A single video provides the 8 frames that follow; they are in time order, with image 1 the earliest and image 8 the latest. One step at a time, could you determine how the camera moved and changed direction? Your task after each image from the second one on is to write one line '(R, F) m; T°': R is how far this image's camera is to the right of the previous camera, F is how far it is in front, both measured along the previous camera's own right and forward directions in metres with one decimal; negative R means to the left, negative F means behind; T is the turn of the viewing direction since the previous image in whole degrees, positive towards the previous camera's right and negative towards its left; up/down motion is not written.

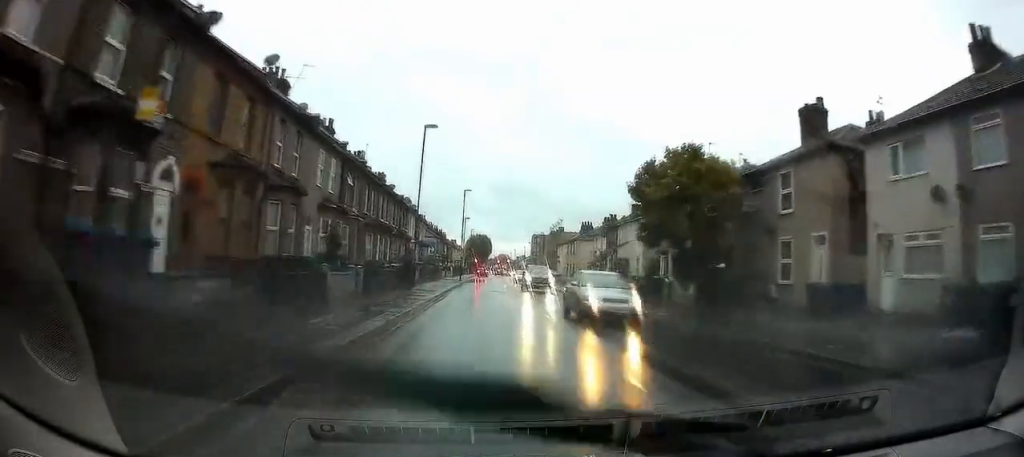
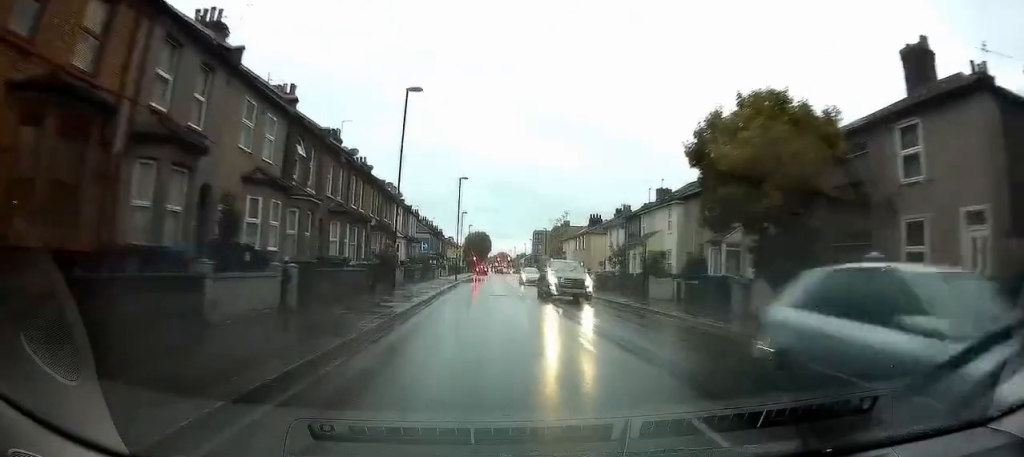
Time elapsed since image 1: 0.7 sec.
(+0.1, +7.6) m; +1°
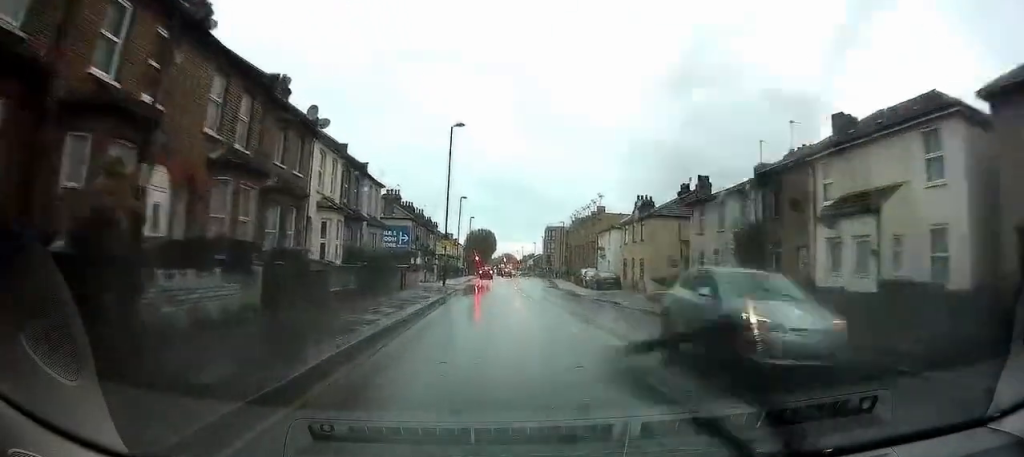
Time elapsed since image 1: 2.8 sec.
(+0.5, +22.2) m; +1°
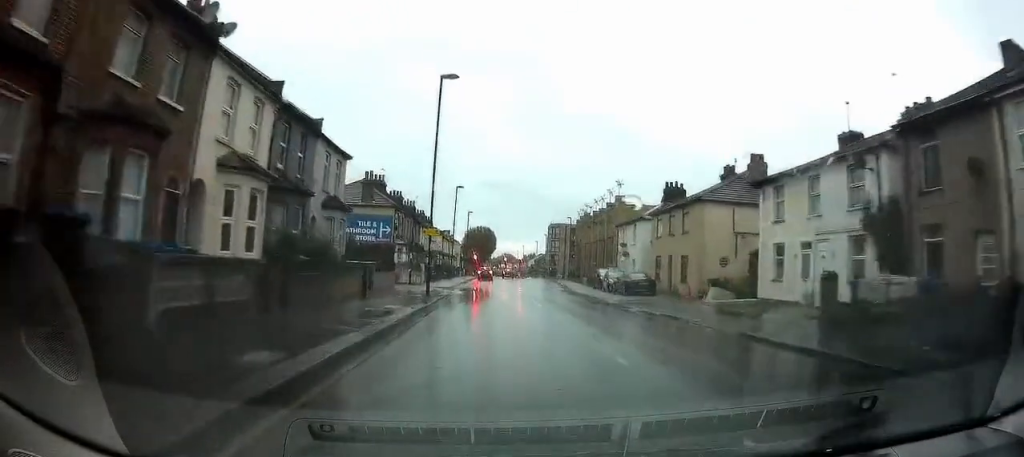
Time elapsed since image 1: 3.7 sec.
(-0.1, +9.2) m; 0°
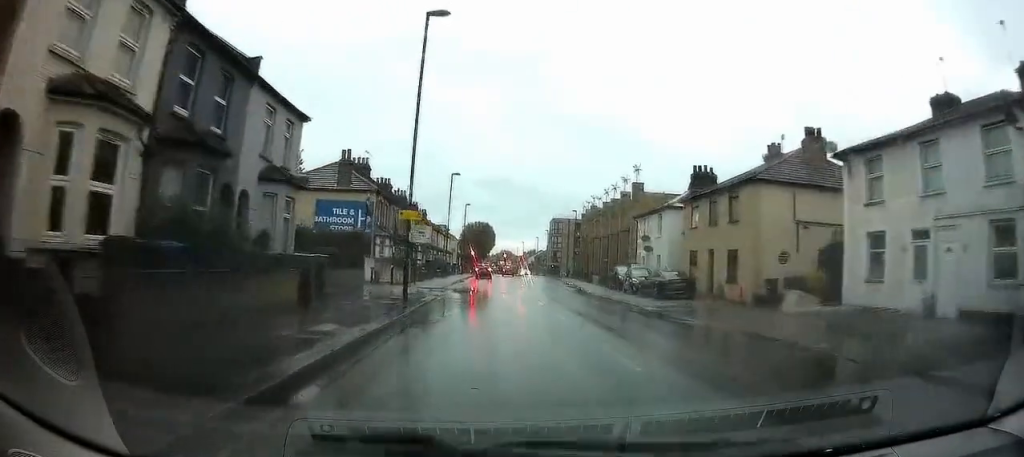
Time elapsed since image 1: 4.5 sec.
(0.0, +6.9) m; 0°
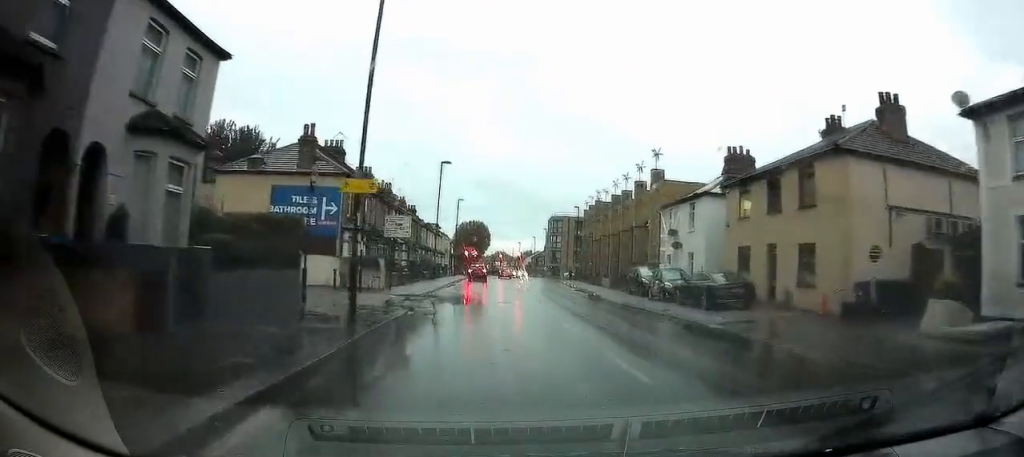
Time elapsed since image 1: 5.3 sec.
(+0.2, +7.1) m; +1°
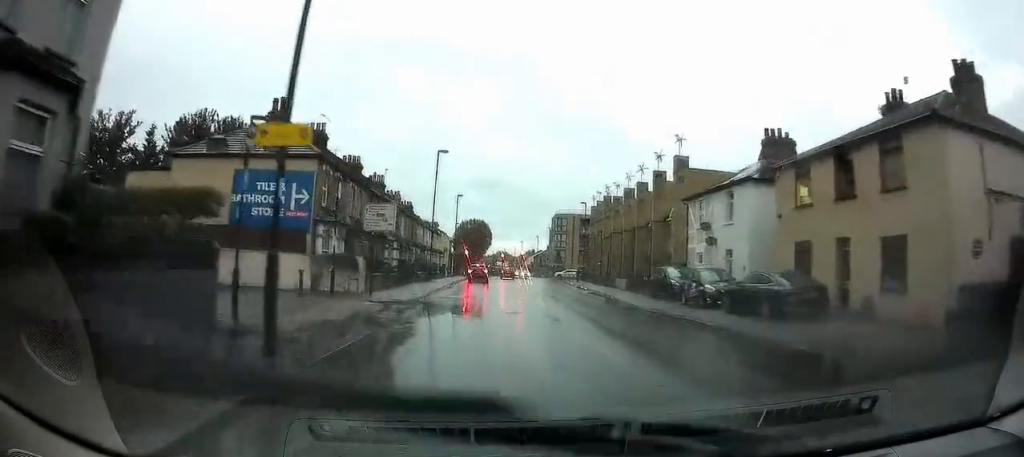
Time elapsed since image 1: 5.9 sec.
(-0.1, +4.9) m; -2°
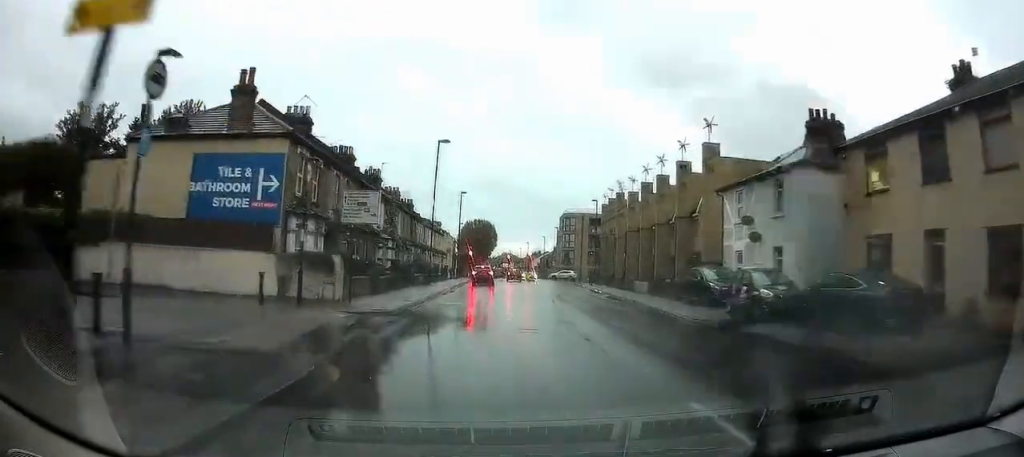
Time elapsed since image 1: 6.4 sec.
(0.0, +4.3) m; -1°
